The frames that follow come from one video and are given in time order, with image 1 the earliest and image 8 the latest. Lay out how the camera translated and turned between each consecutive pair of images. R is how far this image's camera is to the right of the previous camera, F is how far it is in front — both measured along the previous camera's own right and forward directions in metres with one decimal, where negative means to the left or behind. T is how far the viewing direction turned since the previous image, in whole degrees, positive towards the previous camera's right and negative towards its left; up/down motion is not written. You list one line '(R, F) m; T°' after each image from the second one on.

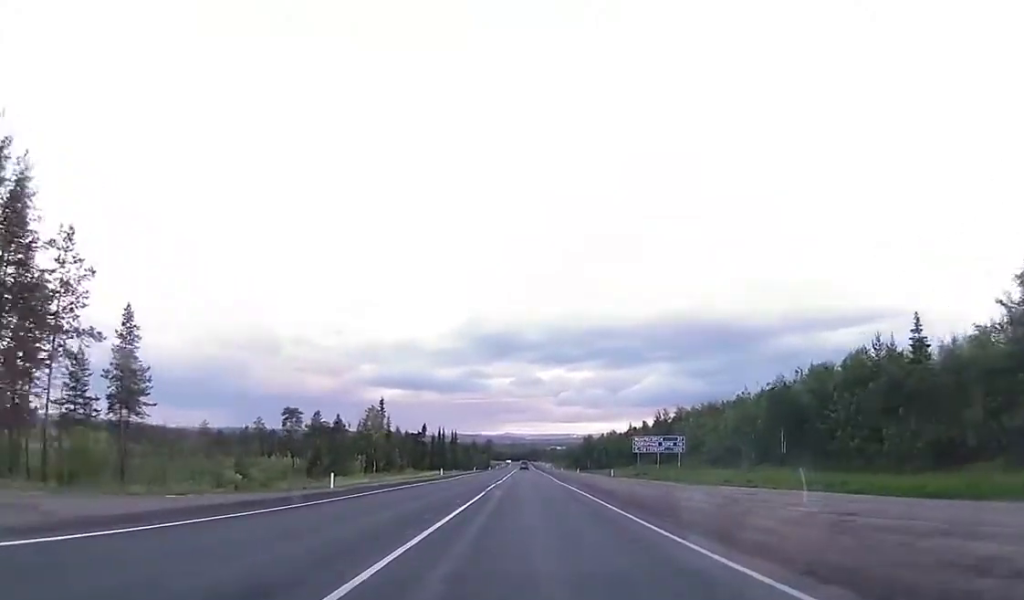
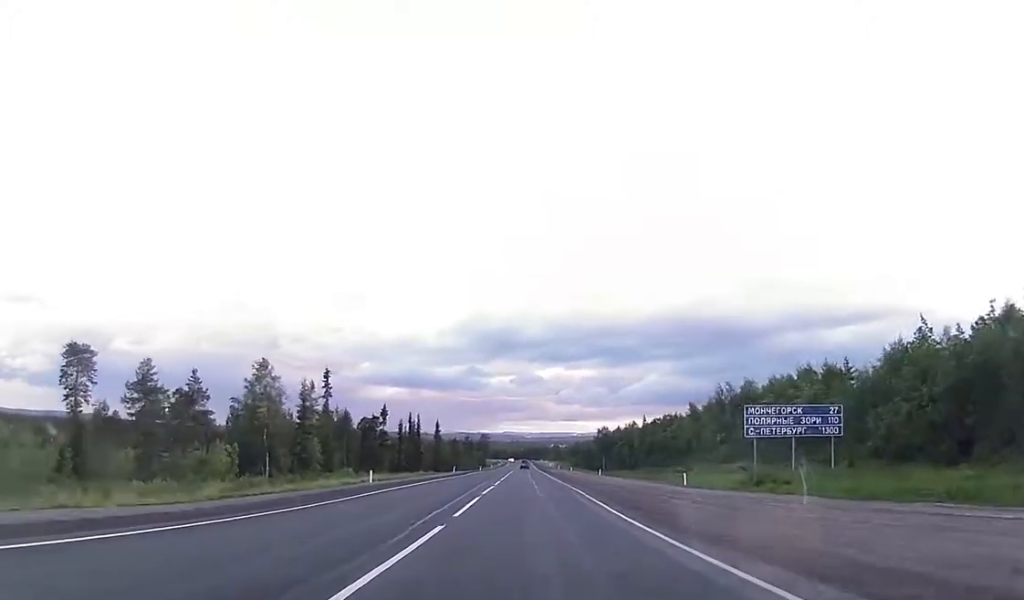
(+0.3, +37.9) m; +1°
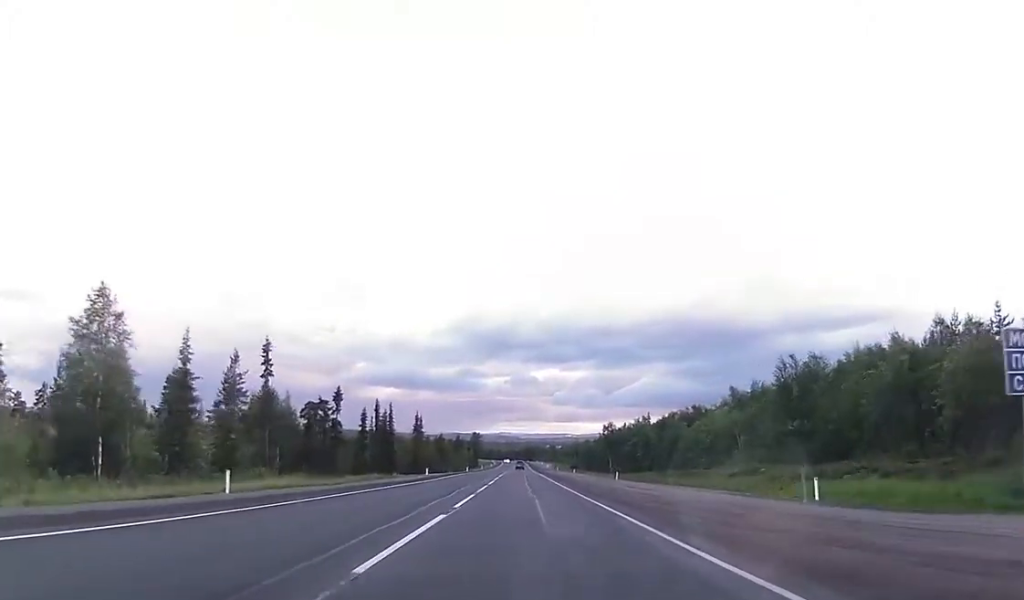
(0.0, +21.5) m; 0°
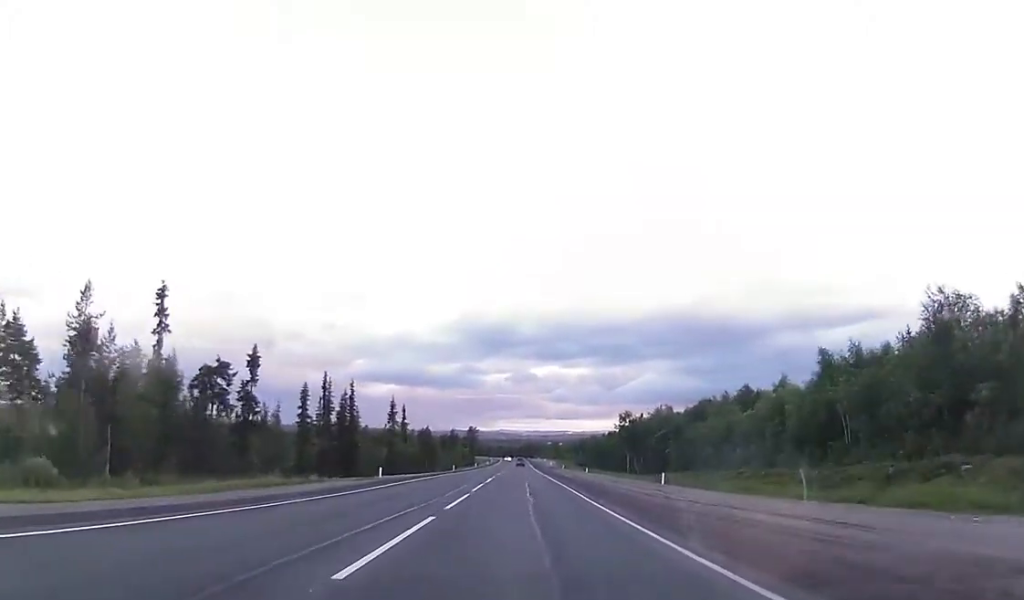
(+0.1, +23.7) m; 0°
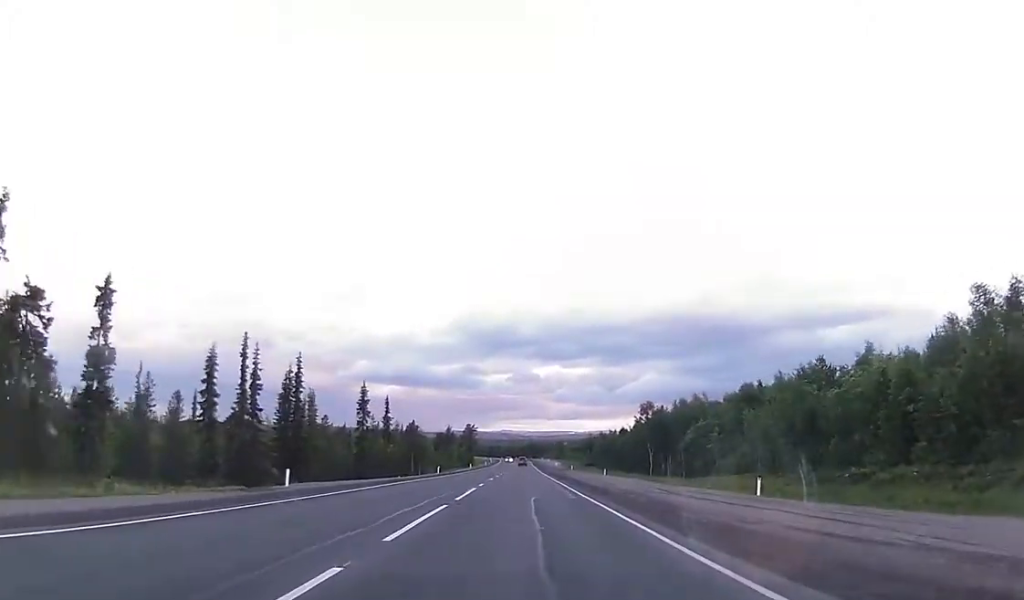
(-0.1, +19.8) m; -1°
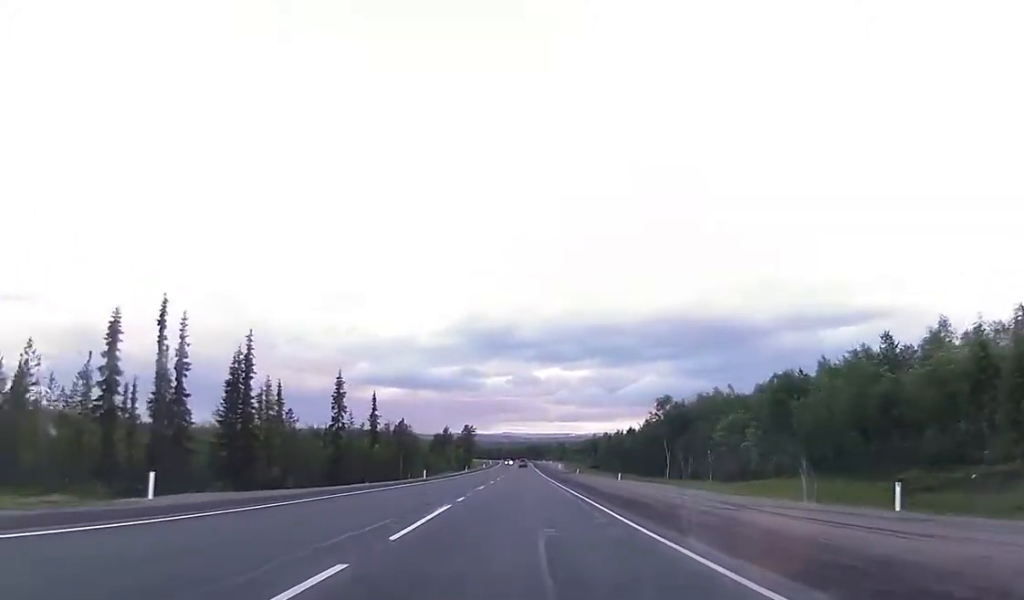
(0.0, +11.4) m; 0°
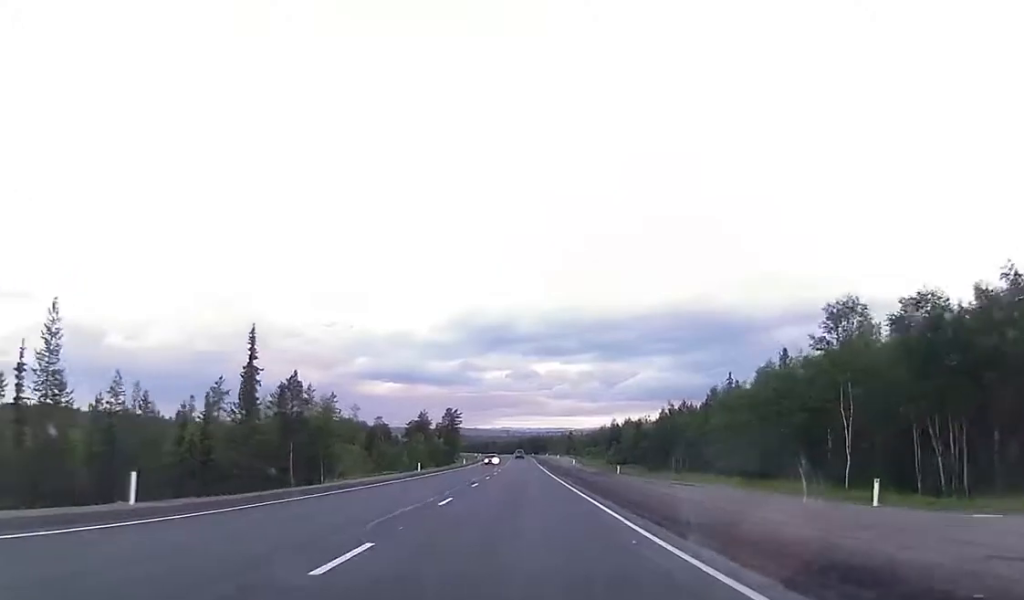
(+0.2, +51.0) m; 0°
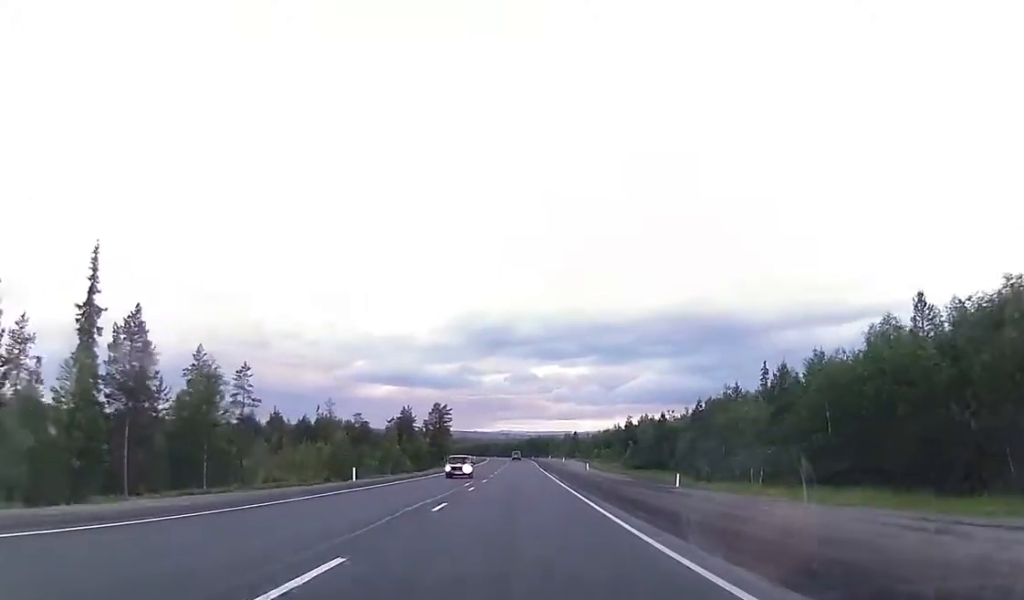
(-0.2, +25.7) m; 0°
